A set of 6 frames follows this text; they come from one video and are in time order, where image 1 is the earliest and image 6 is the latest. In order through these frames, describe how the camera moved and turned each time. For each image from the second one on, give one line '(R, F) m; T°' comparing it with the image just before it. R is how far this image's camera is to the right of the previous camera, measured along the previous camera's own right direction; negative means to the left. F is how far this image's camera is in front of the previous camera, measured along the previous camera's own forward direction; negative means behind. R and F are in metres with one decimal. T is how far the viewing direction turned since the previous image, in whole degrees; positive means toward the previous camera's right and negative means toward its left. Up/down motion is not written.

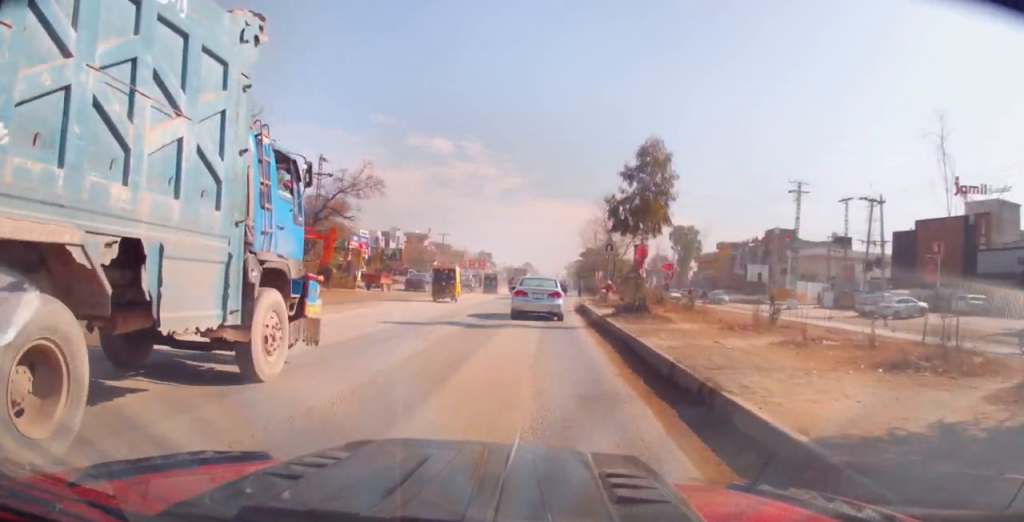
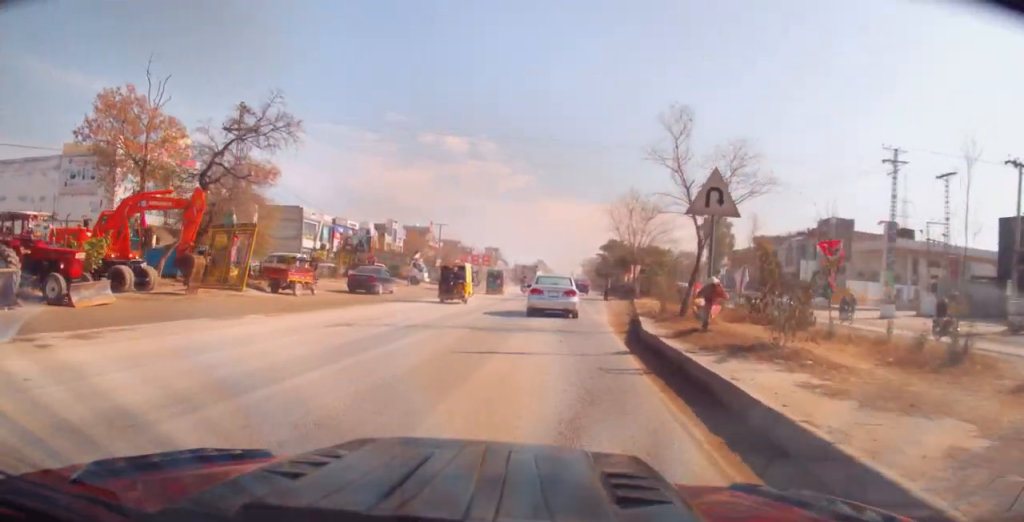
(-0.1, +16.7) m; -1°
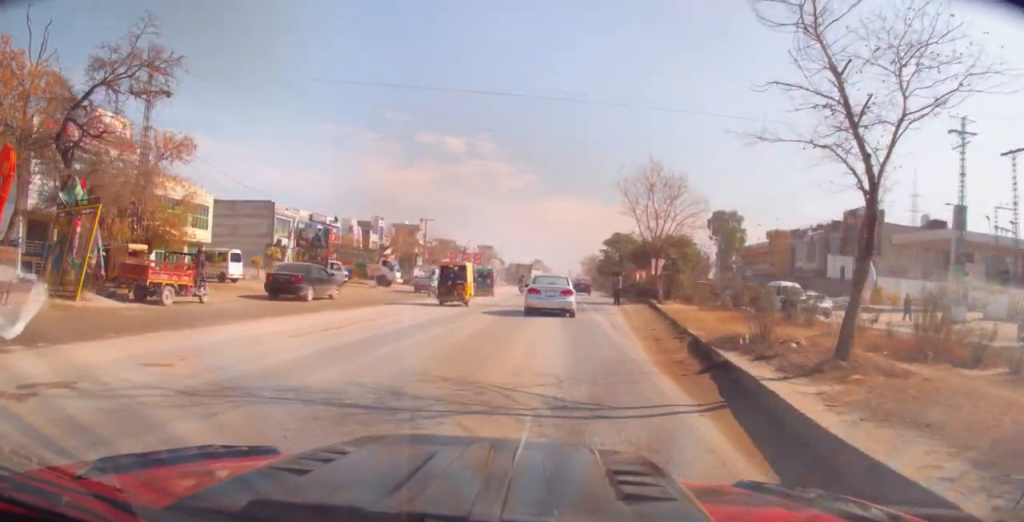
(-0.1, +9.2) m; +1°
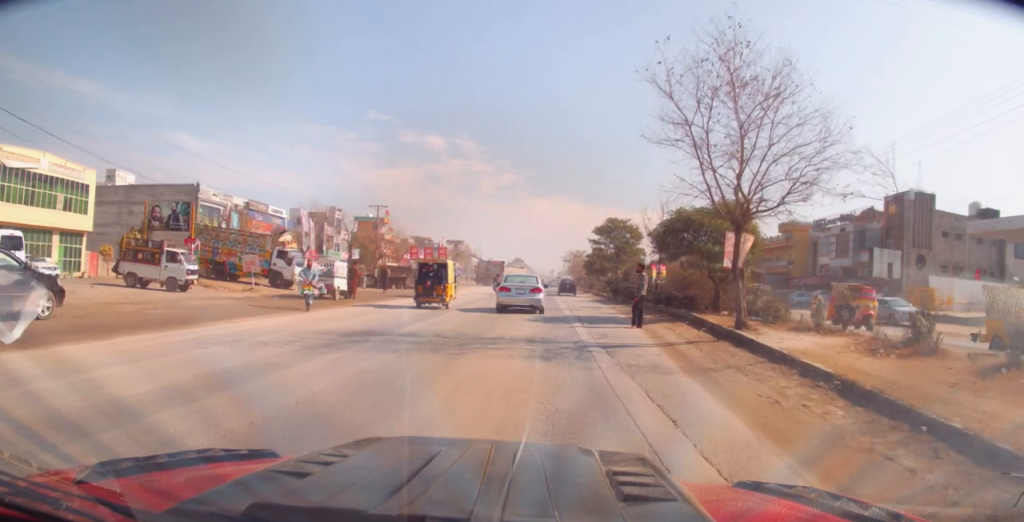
(+0.1, +16.1) m; 0°
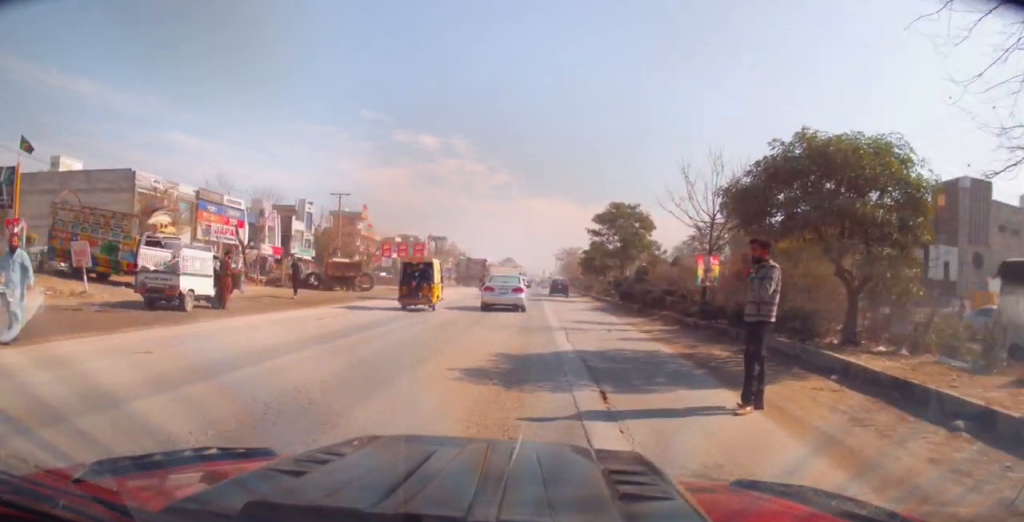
(+0.1, +11.2) m; 0°
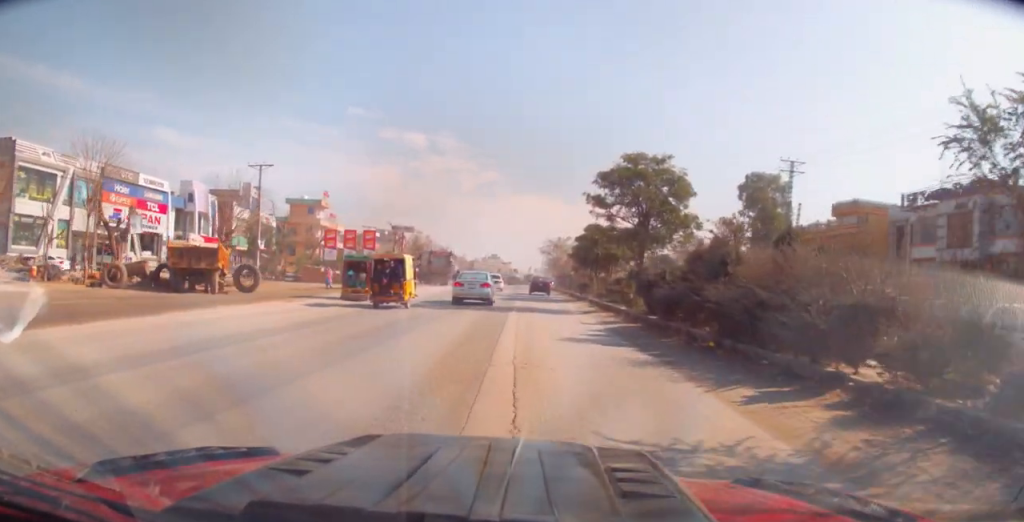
(-0.3, +15.9) m; +2°
